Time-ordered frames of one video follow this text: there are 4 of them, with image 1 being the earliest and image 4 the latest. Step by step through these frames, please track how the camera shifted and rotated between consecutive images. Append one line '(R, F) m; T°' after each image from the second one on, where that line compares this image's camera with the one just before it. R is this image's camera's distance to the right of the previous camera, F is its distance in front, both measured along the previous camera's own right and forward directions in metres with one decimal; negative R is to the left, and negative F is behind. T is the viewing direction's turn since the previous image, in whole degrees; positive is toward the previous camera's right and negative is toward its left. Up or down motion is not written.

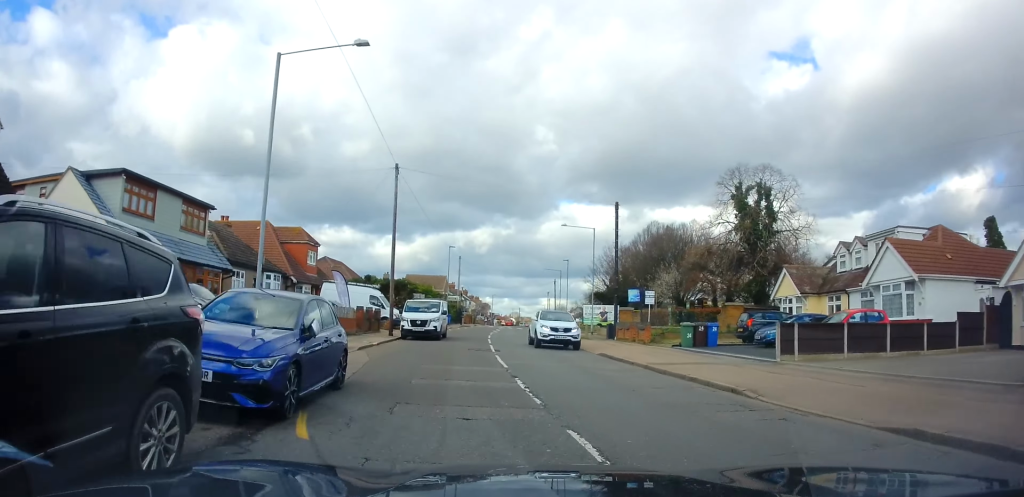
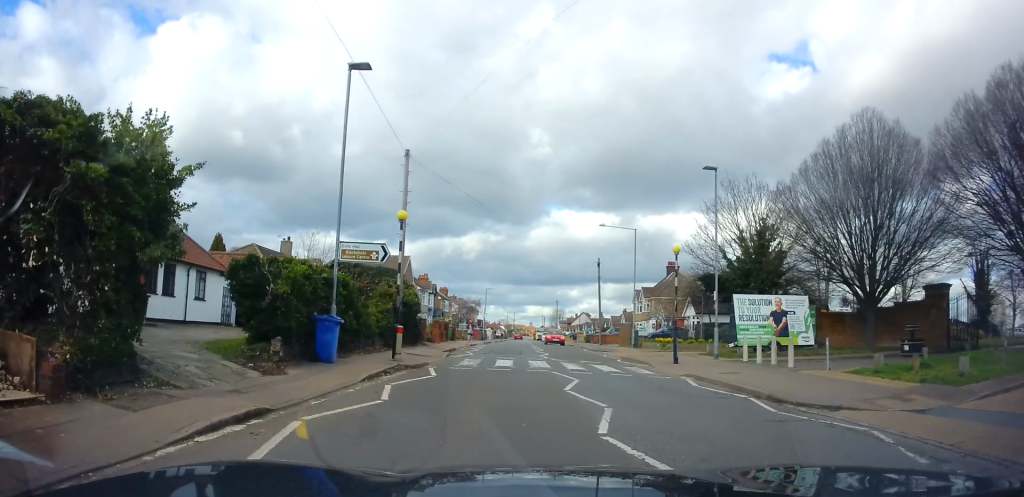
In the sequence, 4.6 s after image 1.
(-0.3, +42.1) m; +2°
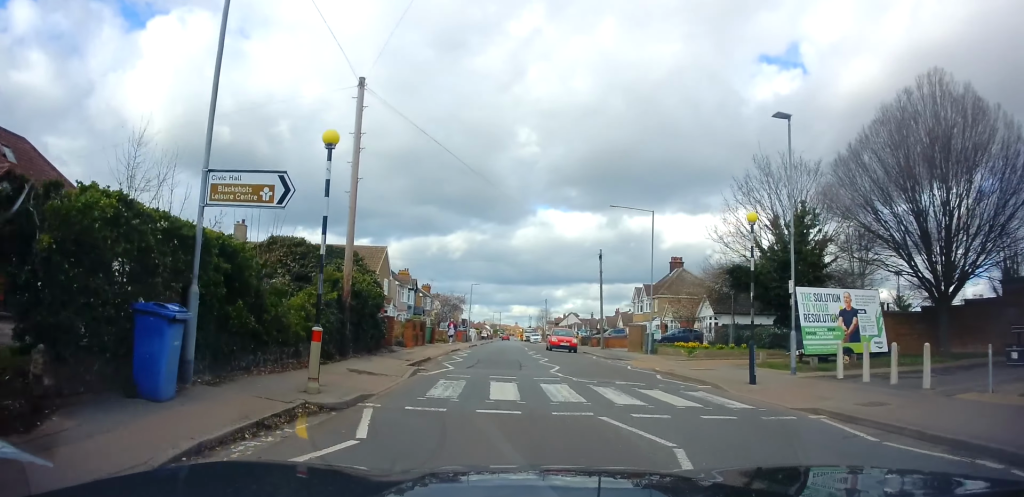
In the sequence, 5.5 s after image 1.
(0.0, +6.7) m; 0°
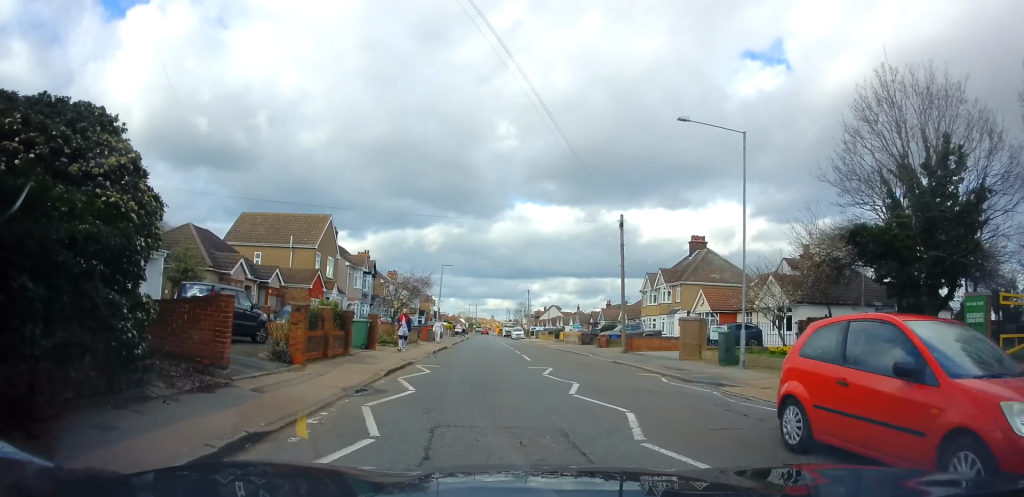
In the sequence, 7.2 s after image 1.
(+0.2, +13.7) m; +2°
